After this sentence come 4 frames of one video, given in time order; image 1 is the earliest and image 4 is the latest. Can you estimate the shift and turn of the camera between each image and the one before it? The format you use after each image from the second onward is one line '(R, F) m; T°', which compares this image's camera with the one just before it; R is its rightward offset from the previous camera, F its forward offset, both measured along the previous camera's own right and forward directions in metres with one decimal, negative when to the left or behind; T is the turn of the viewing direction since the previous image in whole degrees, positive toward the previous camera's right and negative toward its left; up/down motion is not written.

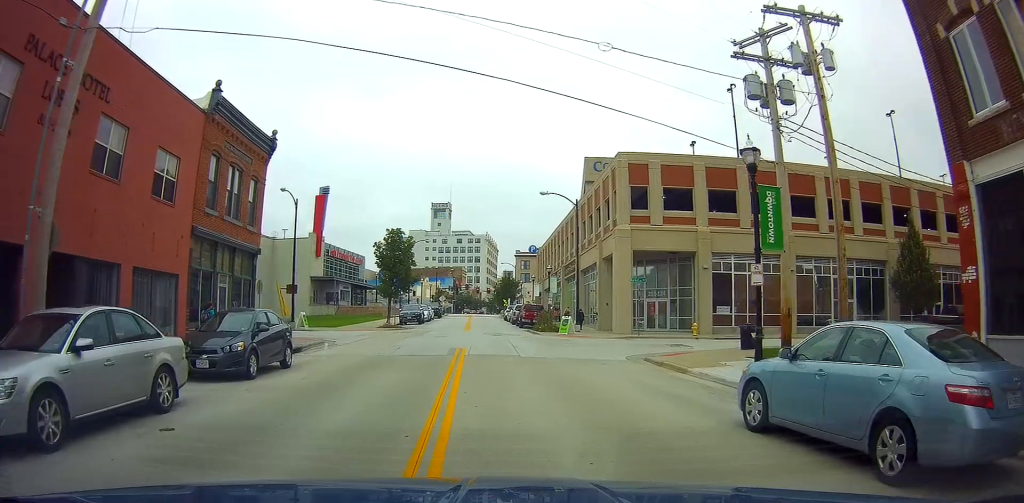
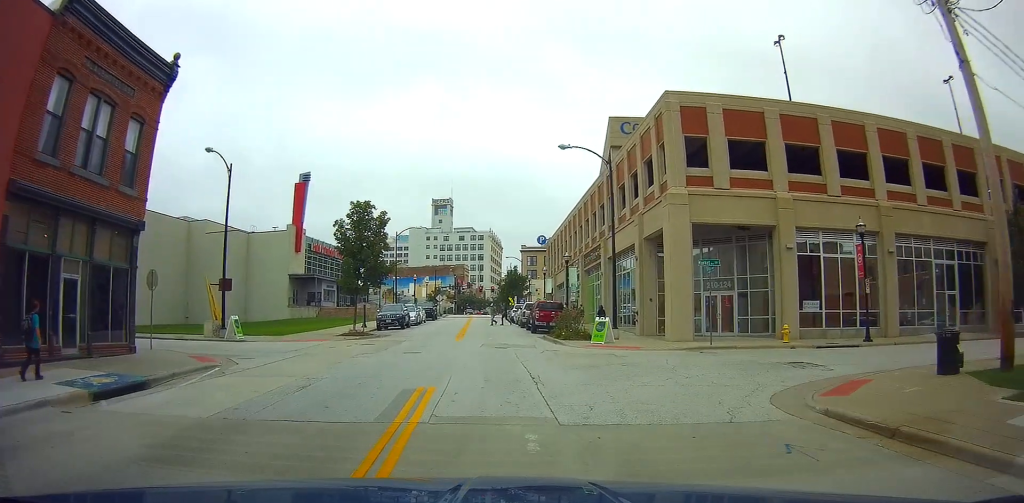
(0.0, +11.2) m; 0°
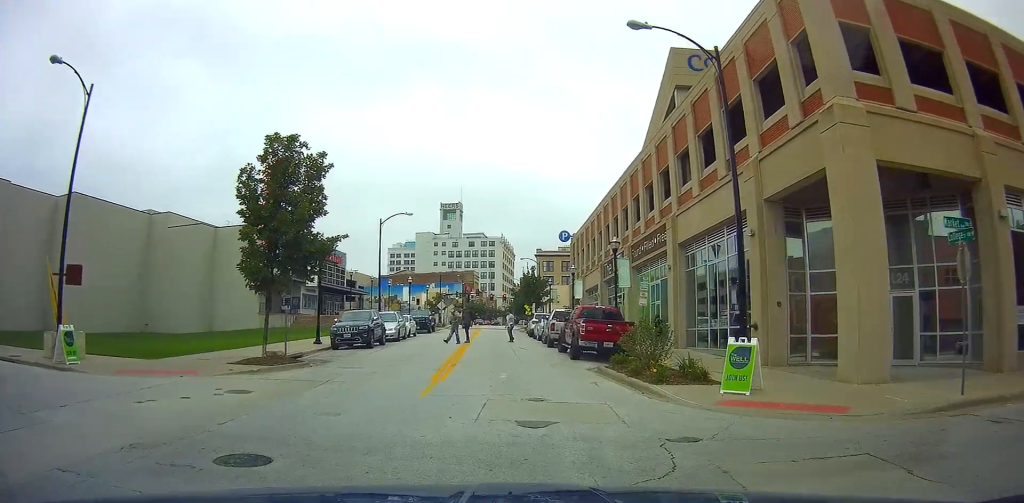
(-0.3, +13.4) m; -3°
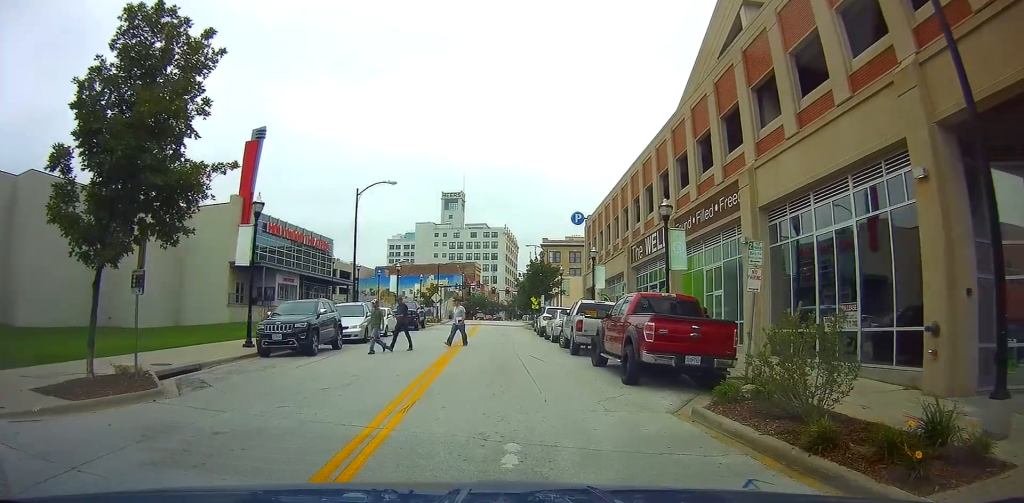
(+0.2, +8.3) m; +1°
